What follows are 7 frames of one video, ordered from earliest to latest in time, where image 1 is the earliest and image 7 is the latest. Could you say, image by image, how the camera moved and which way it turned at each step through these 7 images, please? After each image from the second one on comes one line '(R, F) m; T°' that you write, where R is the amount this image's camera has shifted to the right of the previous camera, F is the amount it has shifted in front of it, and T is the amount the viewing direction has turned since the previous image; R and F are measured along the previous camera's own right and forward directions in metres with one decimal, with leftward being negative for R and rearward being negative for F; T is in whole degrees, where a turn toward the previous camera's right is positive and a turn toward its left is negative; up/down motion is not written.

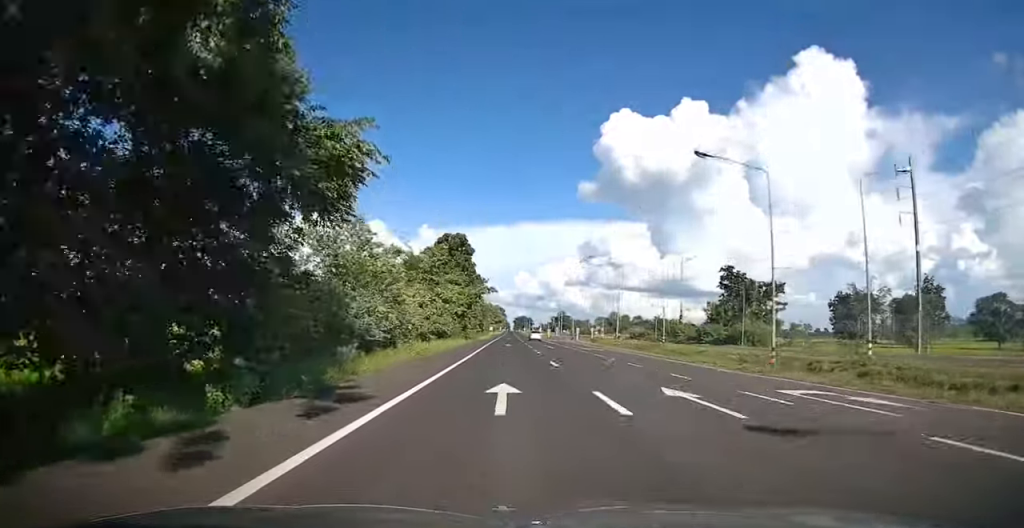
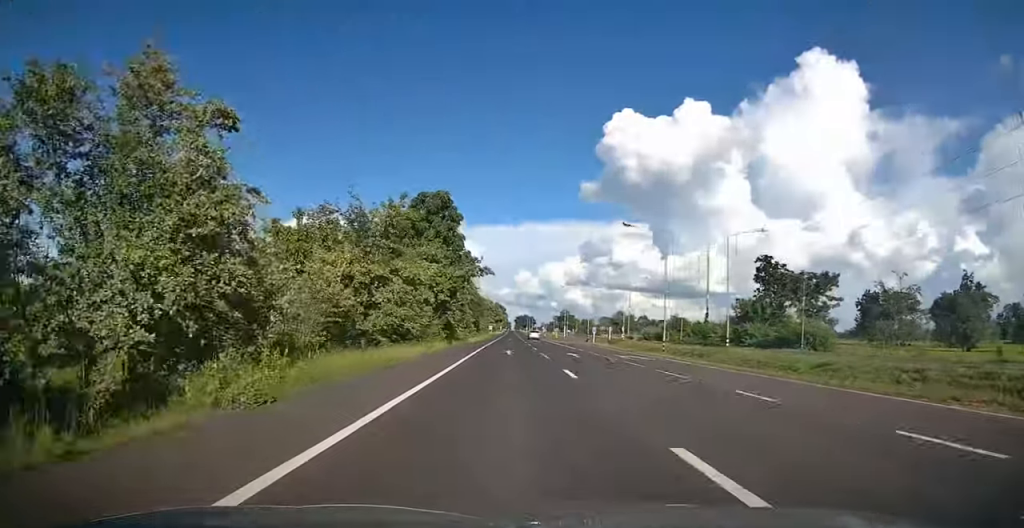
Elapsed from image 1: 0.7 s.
(-0.2, +17.2) m; 0°
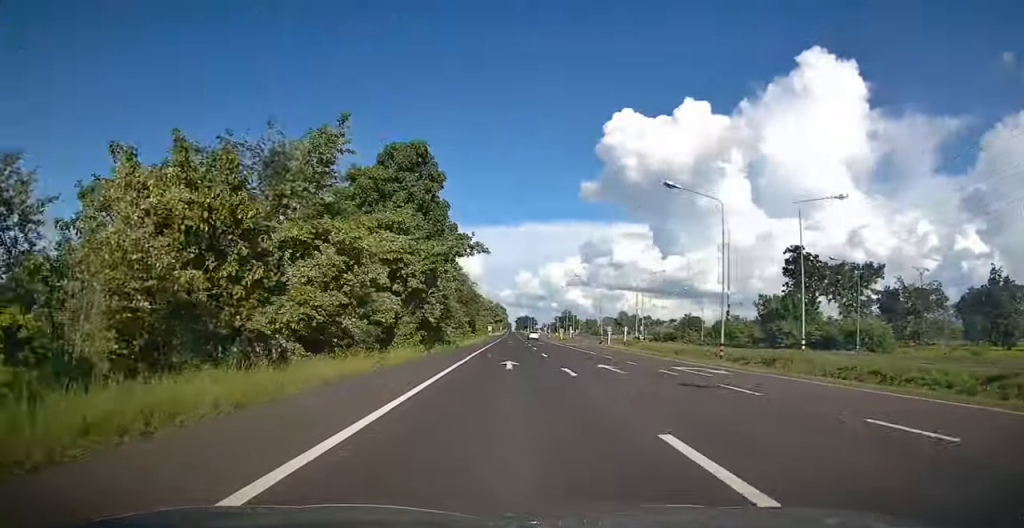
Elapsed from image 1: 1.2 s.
(0.0, +11.2) m; 0°
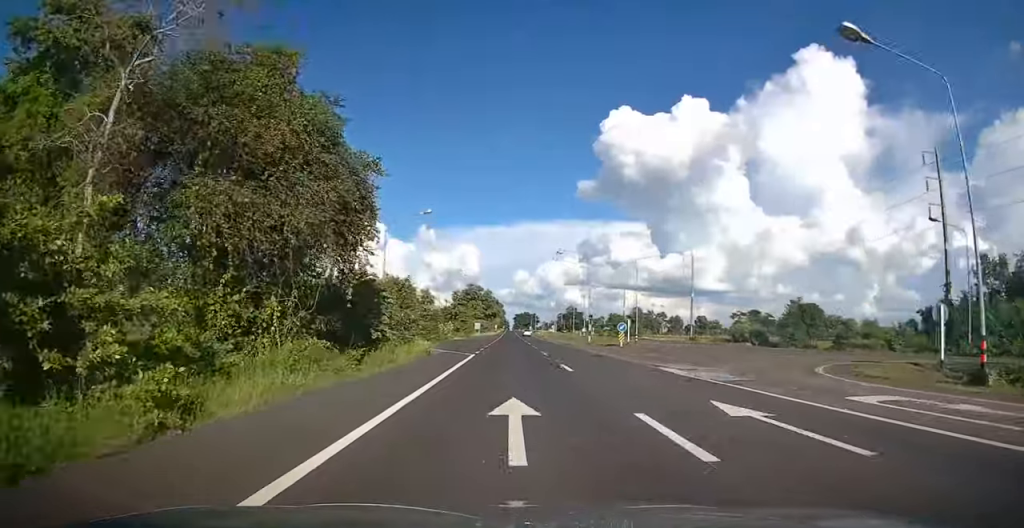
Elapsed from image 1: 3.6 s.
(+0.3, +57.6) m; 0°
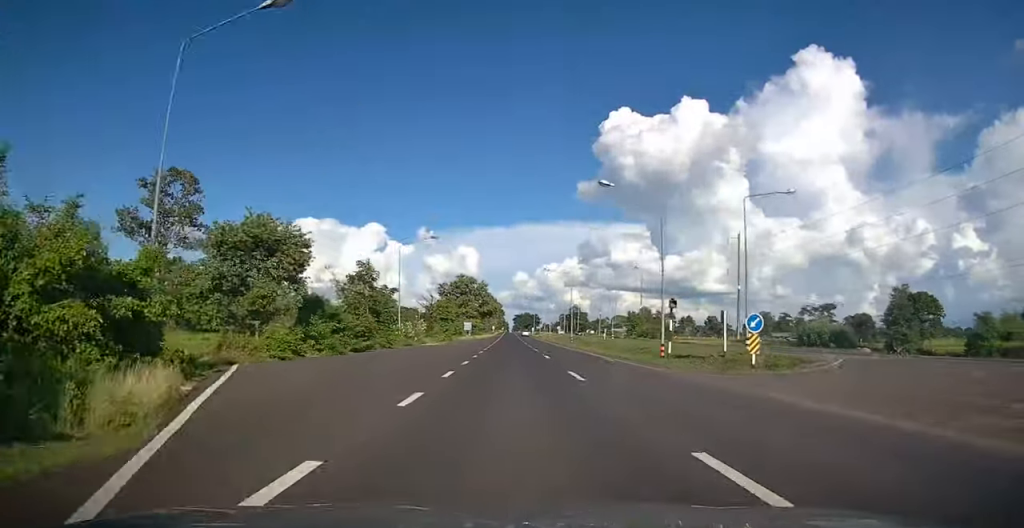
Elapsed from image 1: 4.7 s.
(+0.1, +26.3) m; 0°
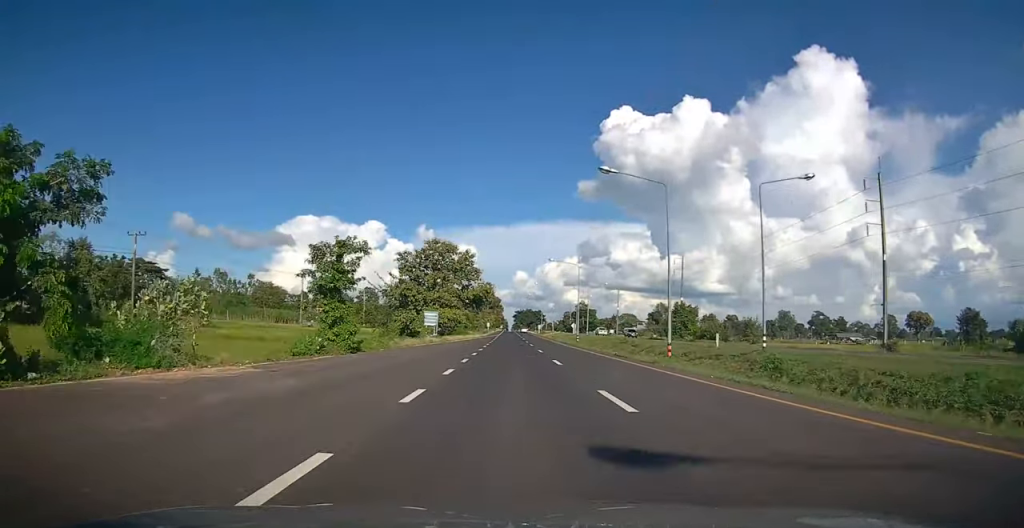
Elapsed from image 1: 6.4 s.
(0.0, +41.7) m; 0°
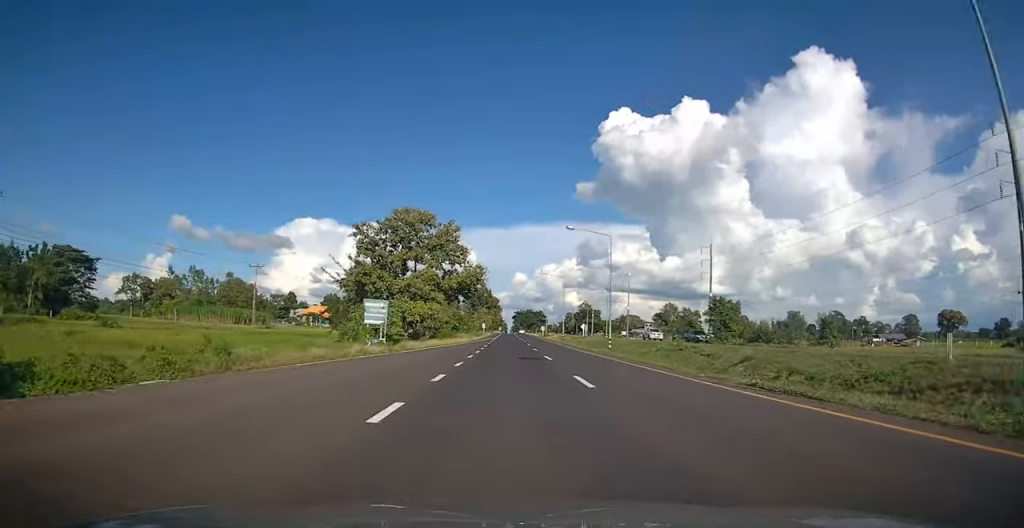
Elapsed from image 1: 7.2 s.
(0.0, +20.0) m; 0°
